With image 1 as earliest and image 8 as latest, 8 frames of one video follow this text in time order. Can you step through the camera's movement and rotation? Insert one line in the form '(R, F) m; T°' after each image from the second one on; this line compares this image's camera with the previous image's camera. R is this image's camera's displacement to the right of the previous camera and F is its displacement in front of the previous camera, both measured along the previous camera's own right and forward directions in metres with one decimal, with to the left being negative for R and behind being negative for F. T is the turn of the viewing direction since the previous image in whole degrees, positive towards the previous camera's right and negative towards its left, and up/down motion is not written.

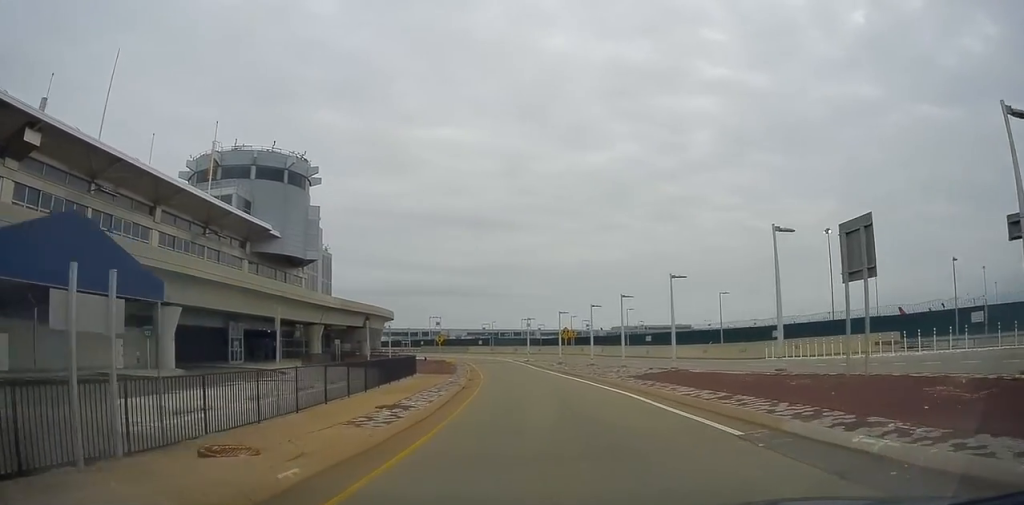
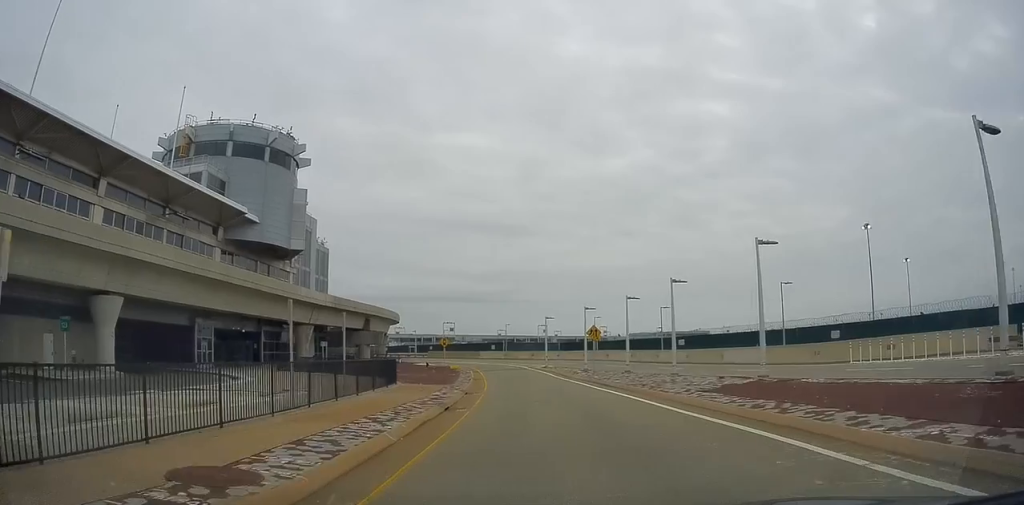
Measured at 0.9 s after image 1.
(-0.2, +9.7) m; -1°
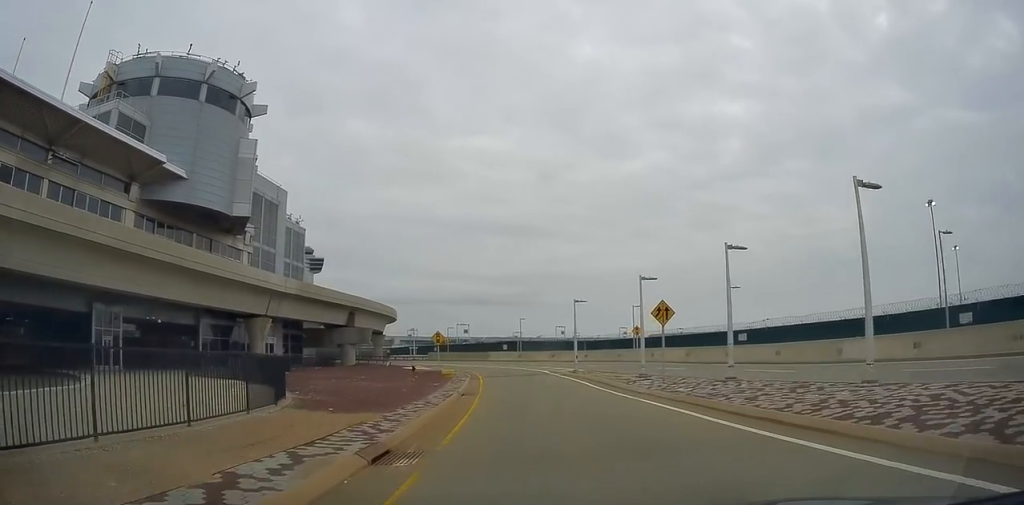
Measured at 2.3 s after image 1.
(0.0, +16.4) m; -1°
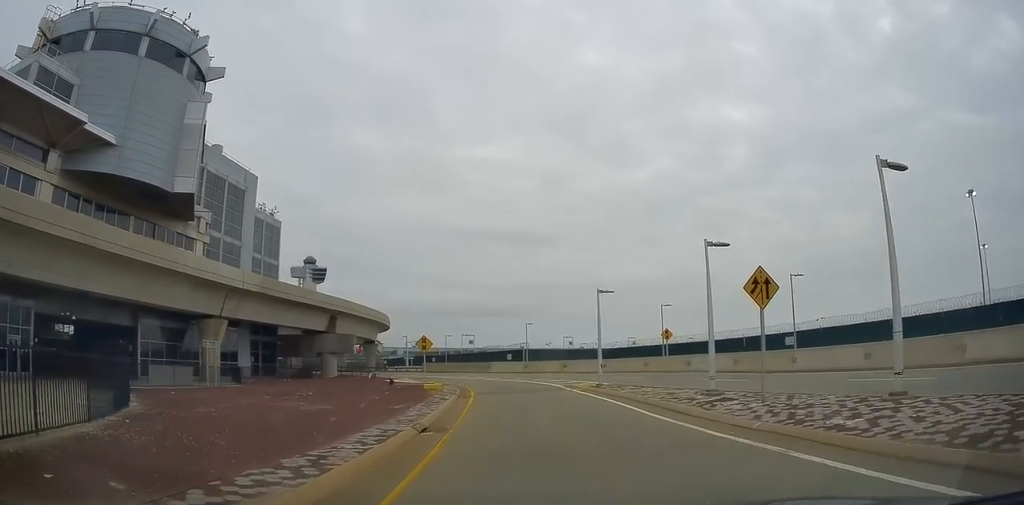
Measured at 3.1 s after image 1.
(-0.1, +10.1) m; -2°
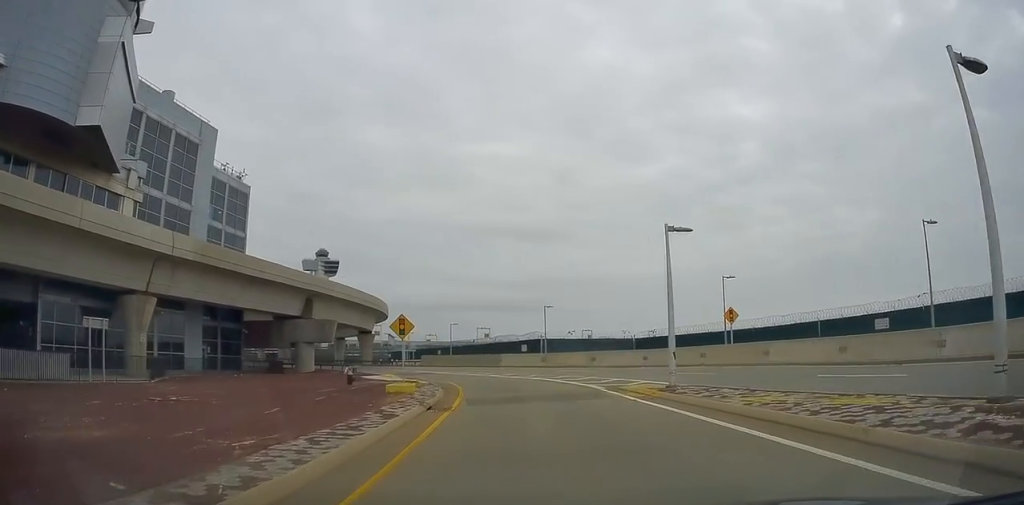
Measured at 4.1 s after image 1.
(-0.4, +12.0) m; -2°
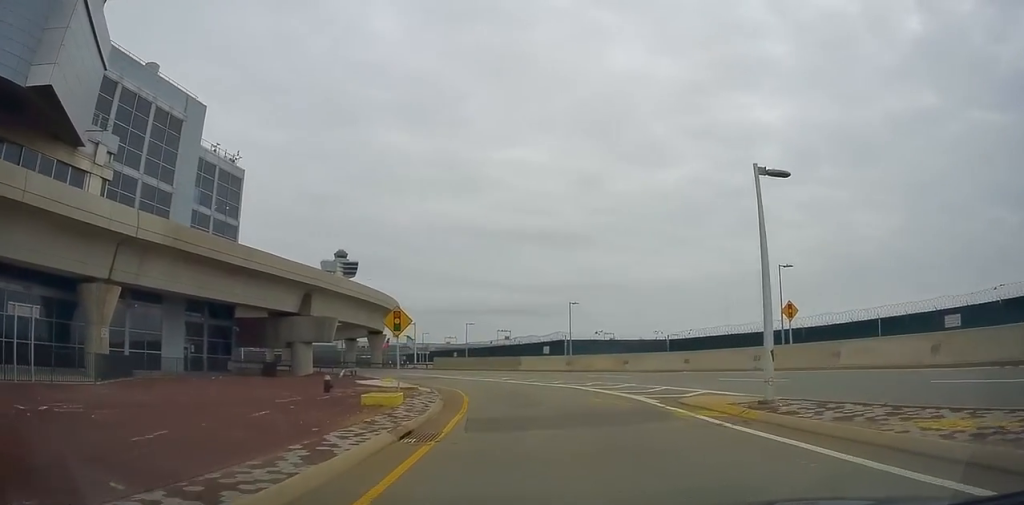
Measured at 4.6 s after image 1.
(0.0, +5.7) m; 0°
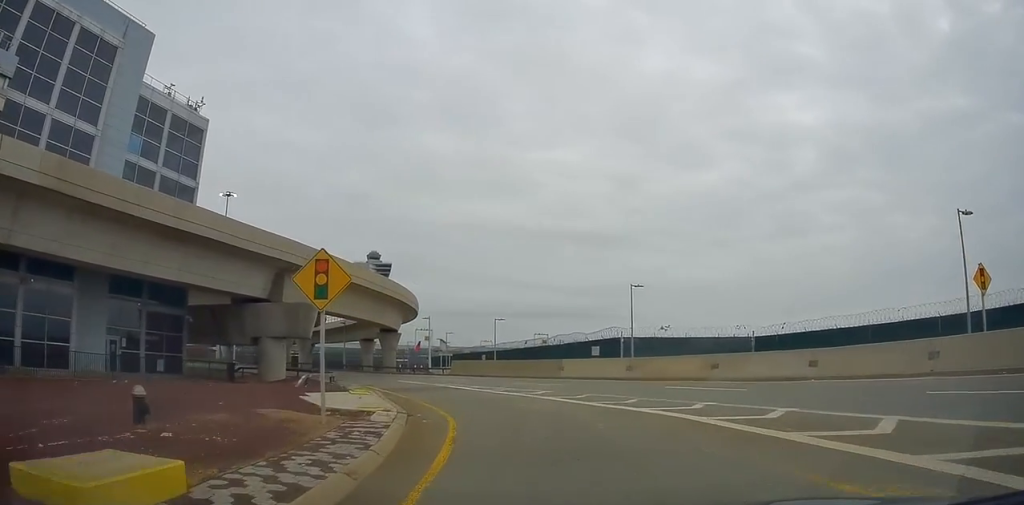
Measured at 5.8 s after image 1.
(0.0, +12.8) m; -1°
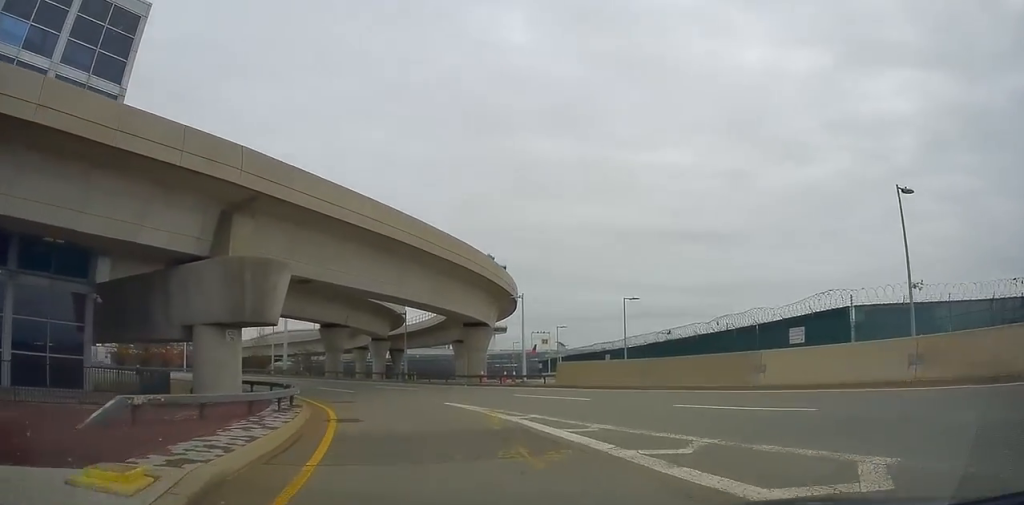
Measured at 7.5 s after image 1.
(-1.1, +19.0) m; -8°
